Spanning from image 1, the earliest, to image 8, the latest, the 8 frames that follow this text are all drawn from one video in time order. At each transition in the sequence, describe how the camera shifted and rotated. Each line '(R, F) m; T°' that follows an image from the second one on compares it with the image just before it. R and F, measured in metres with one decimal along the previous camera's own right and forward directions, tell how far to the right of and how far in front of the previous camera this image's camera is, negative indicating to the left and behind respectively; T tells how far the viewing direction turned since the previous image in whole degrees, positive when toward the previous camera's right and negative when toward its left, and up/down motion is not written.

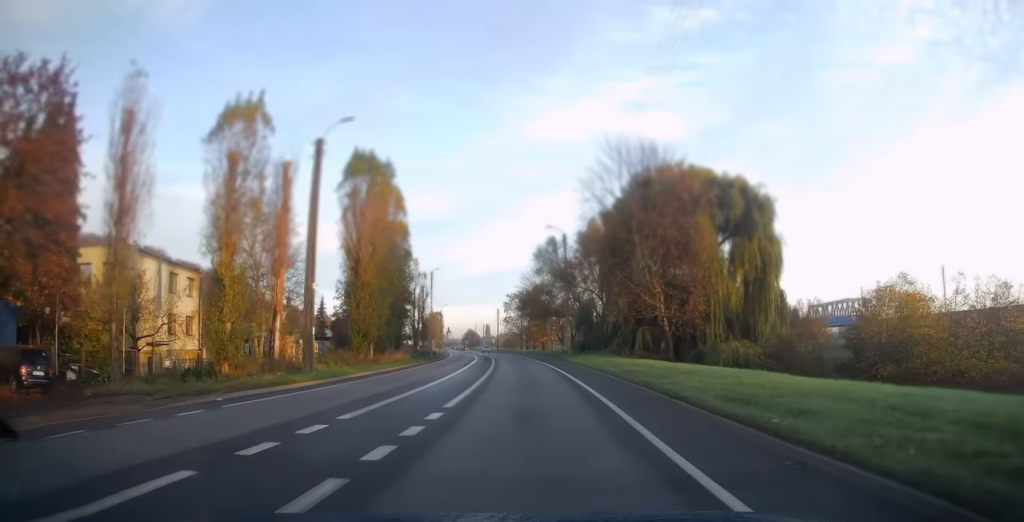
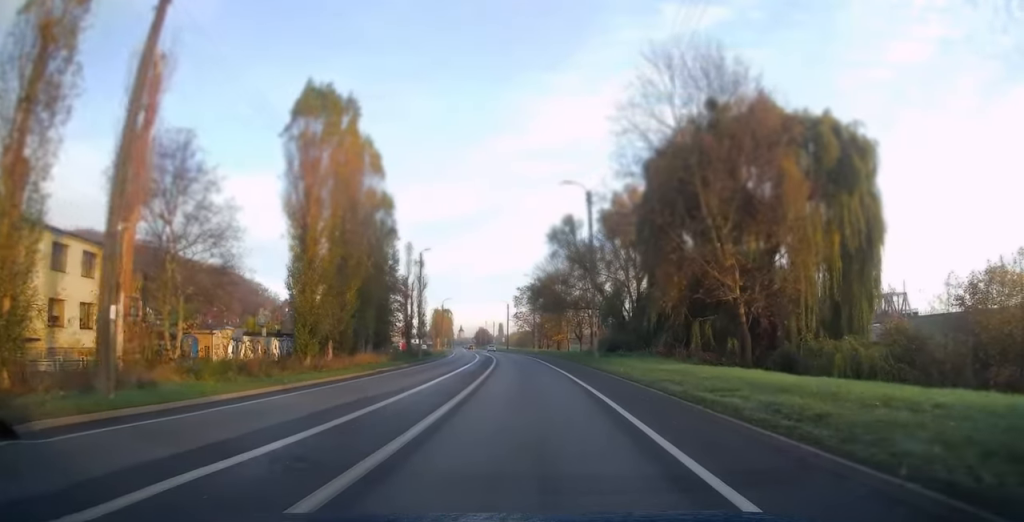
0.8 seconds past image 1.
(-0.1, +13.3) m; -1°
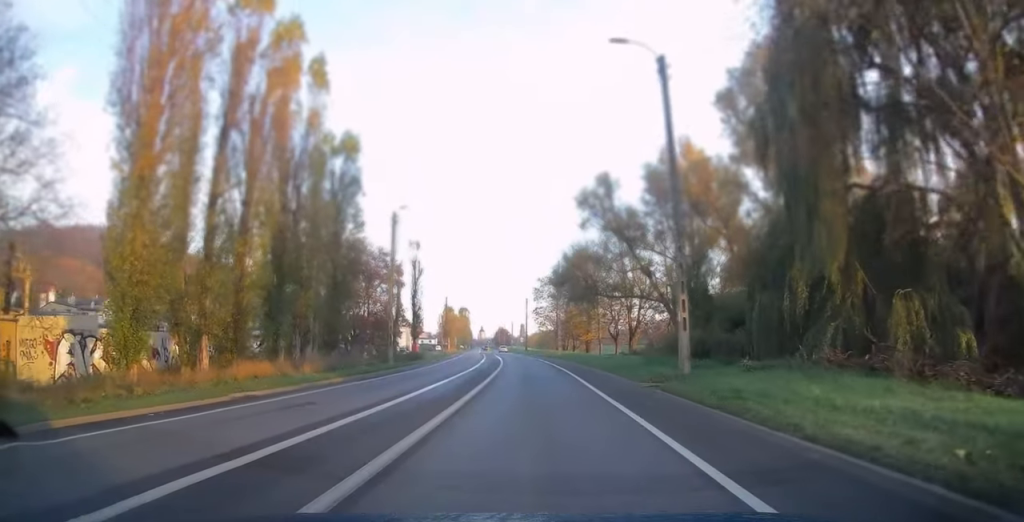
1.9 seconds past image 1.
(-0.2, +17.4) m; -2°
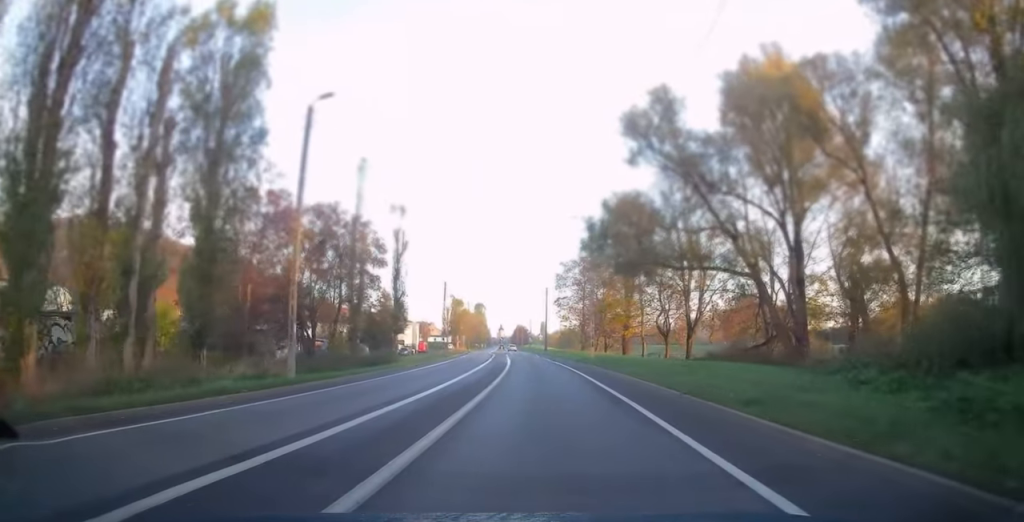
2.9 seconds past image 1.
(-0.5, +17.7) m; -2°
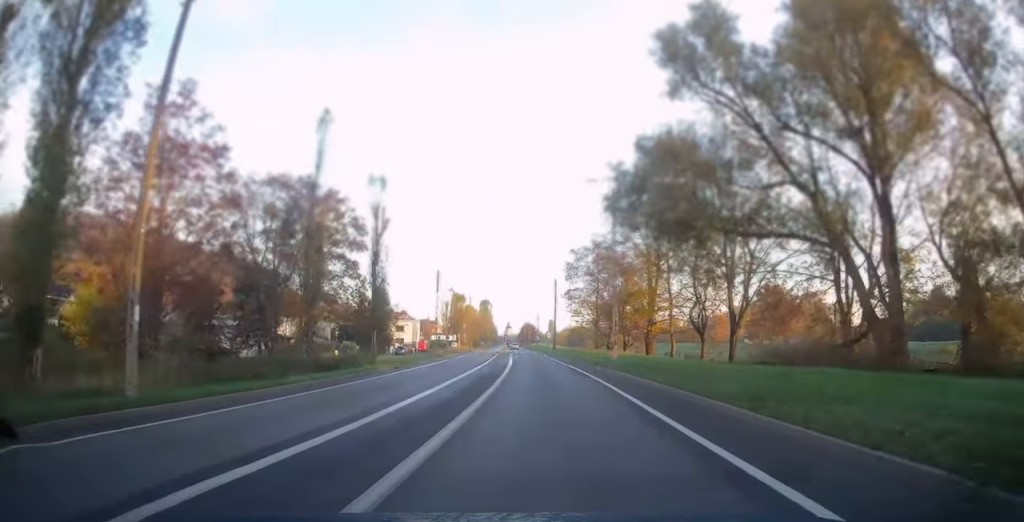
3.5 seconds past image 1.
(-0.1, +9.1) m; -1°
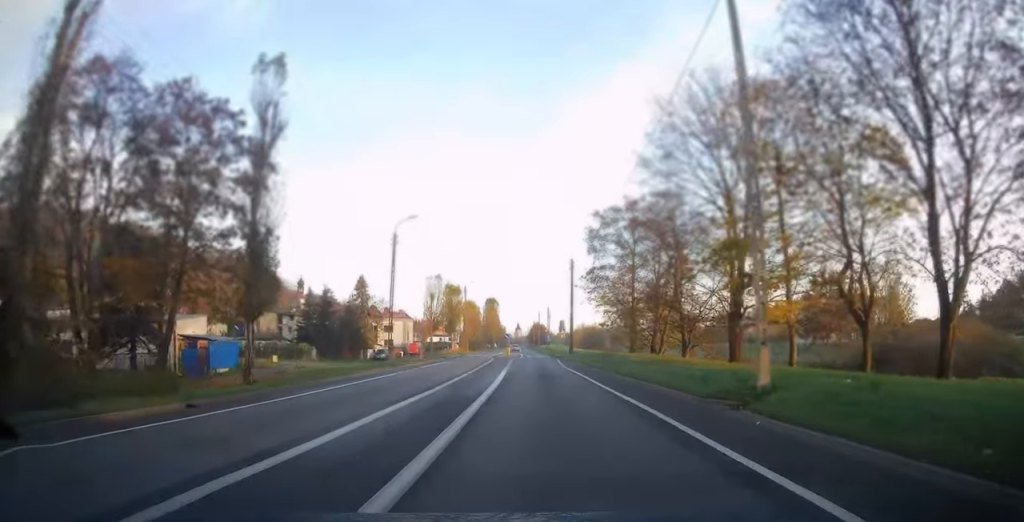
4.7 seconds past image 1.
(-0.2, +20.4) m; -1°
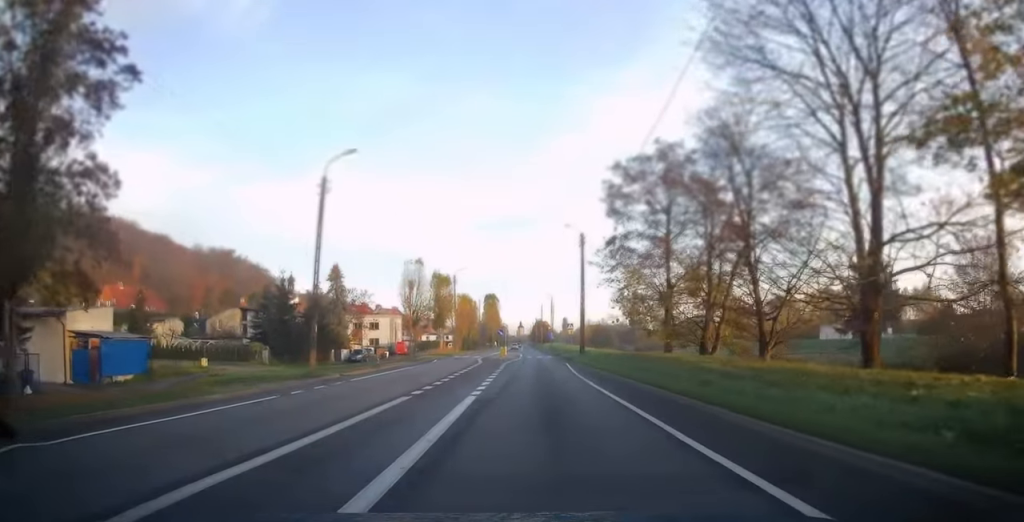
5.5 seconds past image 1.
(-0.1, +13.1) m; 0°
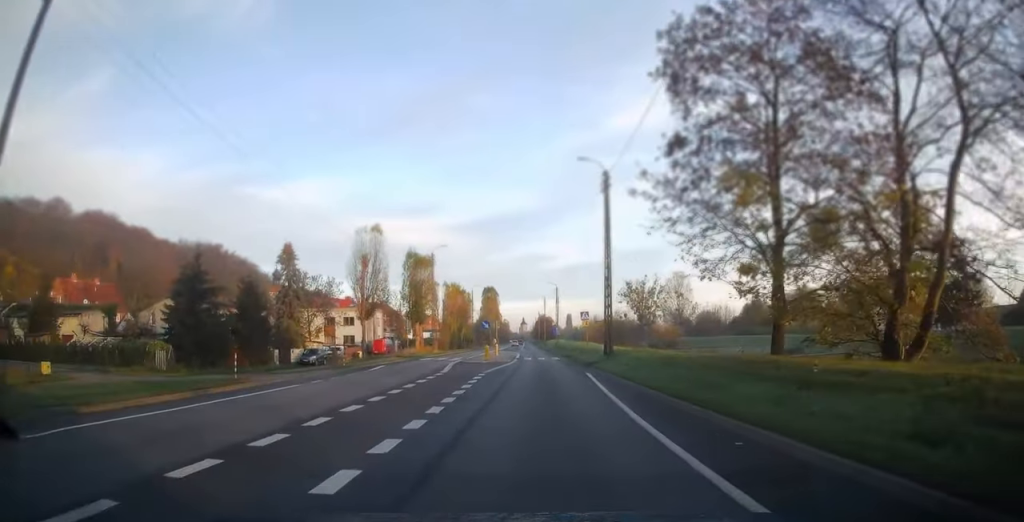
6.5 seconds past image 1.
(0.0, +17.0) m; 0°
